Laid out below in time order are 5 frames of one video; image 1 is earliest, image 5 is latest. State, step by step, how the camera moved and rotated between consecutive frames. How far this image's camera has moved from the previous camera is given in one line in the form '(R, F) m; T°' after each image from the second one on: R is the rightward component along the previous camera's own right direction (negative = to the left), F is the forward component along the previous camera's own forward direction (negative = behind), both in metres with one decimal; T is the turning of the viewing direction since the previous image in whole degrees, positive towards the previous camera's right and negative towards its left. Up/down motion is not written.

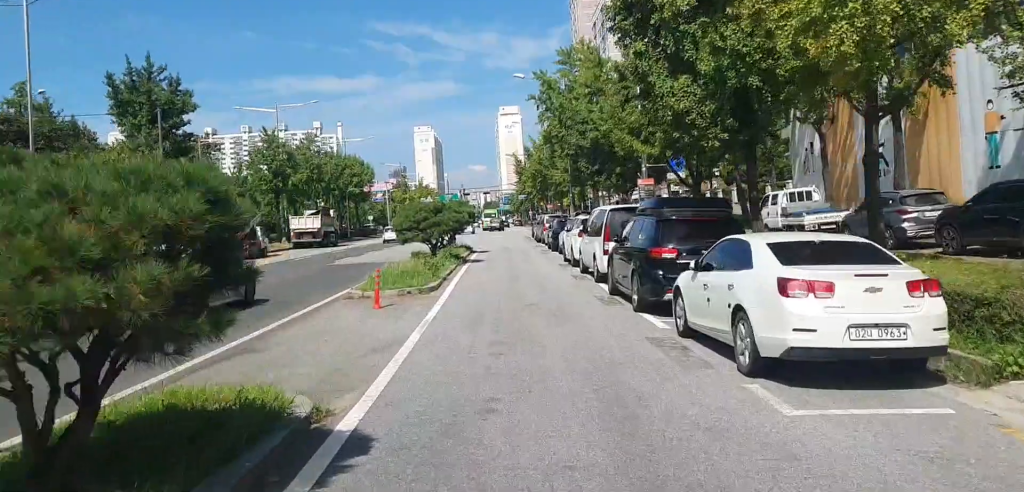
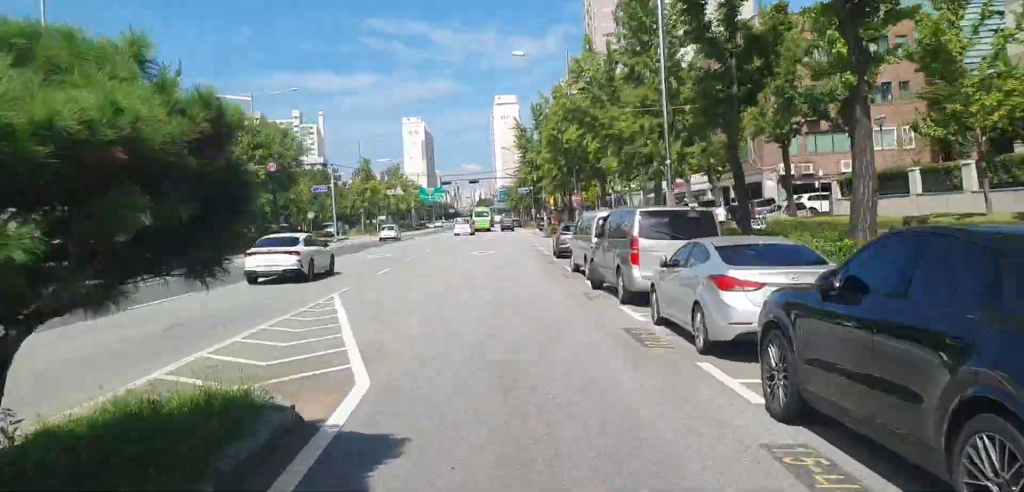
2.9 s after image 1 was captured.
(+0.2, +35.1) m; +2°
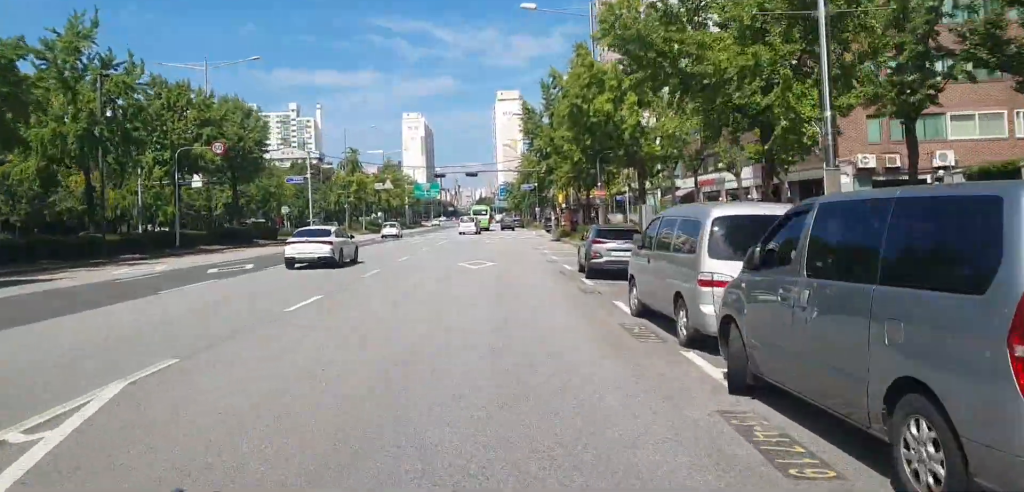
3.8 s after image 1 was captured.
(-0.2, +10.8) m; -2°
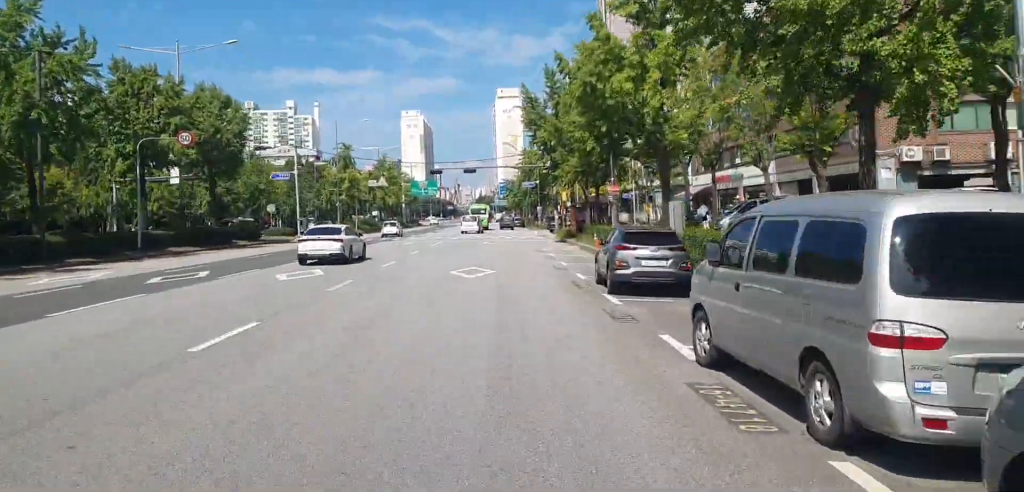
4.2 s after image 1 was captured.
(-0.1, +4.6) m; 0°
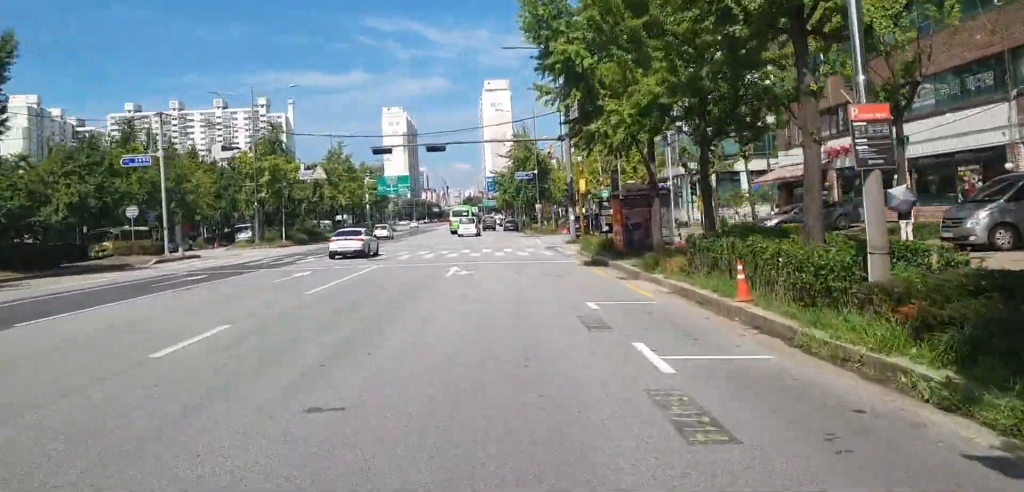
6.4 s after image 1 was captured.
(+0.7, +24.7) m; +3°
